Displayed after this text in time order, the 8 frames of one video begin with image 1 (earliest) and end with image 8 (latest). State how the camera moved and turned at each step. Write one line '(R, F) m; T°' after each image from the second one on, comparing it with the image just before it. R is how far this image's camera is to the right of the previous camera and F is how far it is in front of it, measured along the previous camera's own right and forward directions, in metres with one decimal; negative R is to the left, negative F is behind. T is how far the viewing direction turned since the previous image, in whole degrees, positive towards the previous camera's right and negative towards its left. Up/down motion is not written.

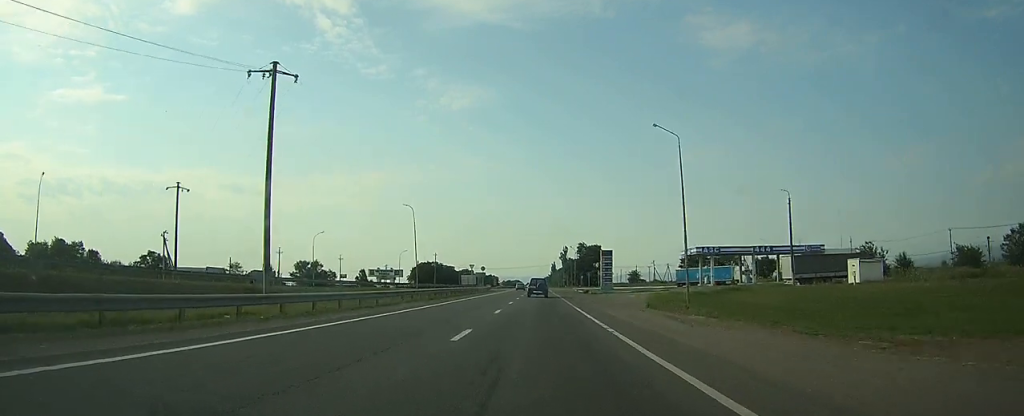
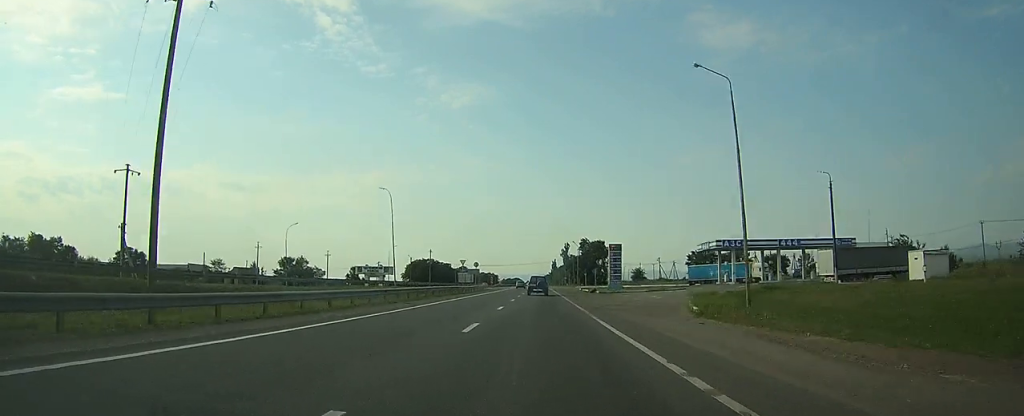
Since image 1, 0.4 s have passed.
(0.0, +10.3) m; 0°
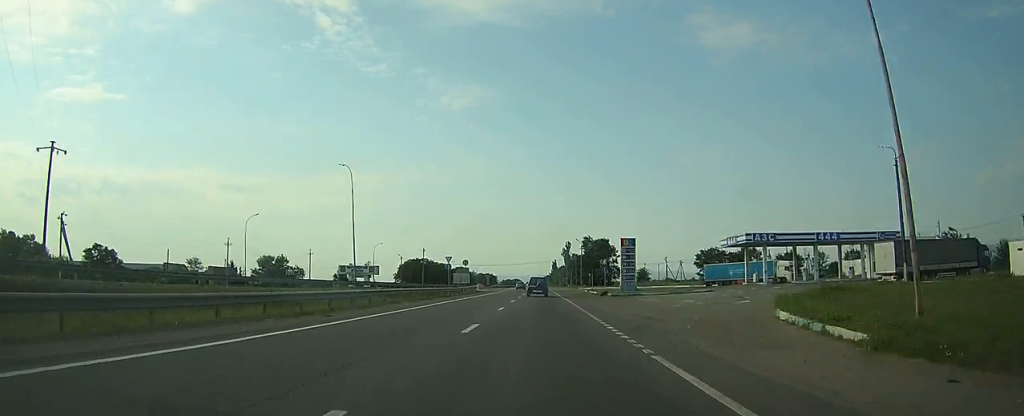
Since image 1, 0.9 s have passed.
(0.0, +12.0) m; 0°
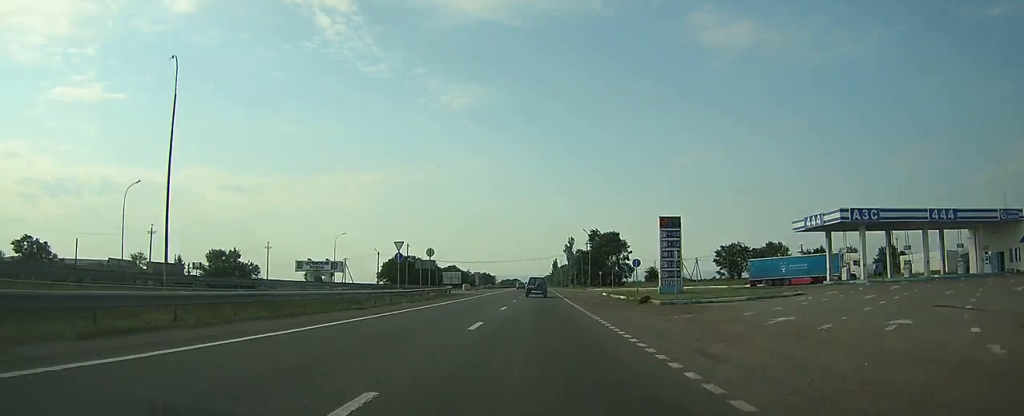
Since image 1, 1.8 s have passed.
(0.0, +23.0) m; 0°
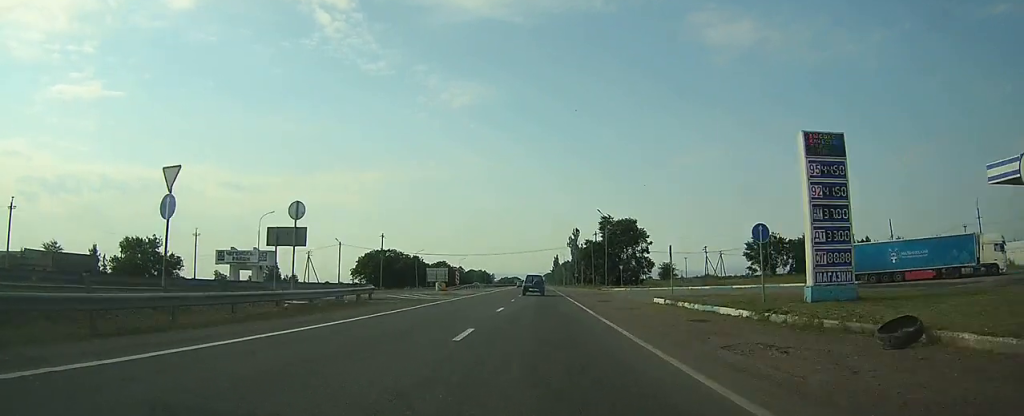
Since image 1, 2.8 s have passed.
(-0.1, +27.1) m; 0°
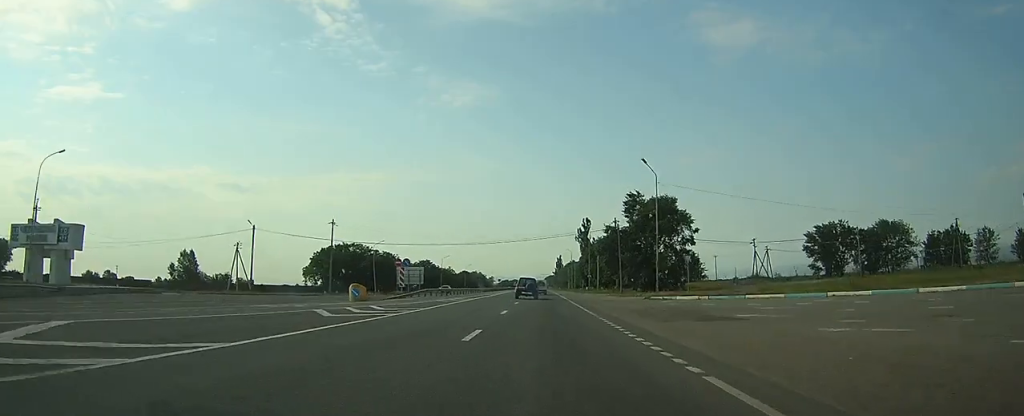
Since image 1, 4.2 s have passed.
(-0.2, +35.3) m; 0°
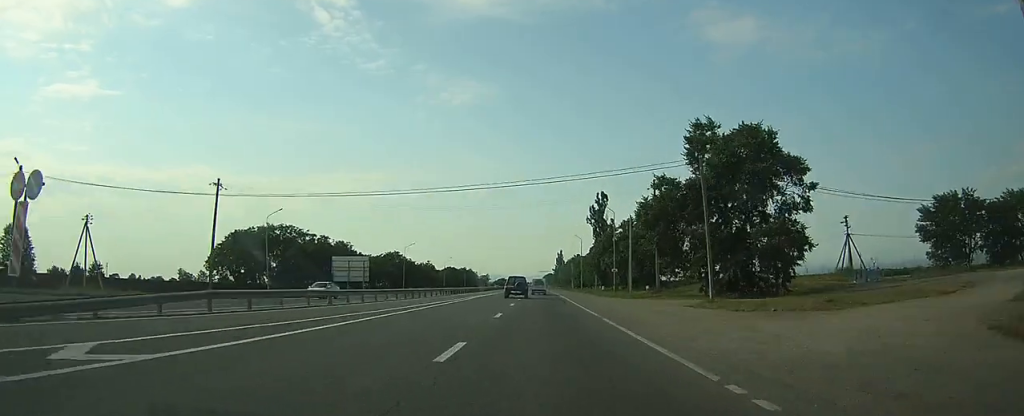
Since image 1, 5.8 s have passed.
(+0.1, +39.4) m; 0°
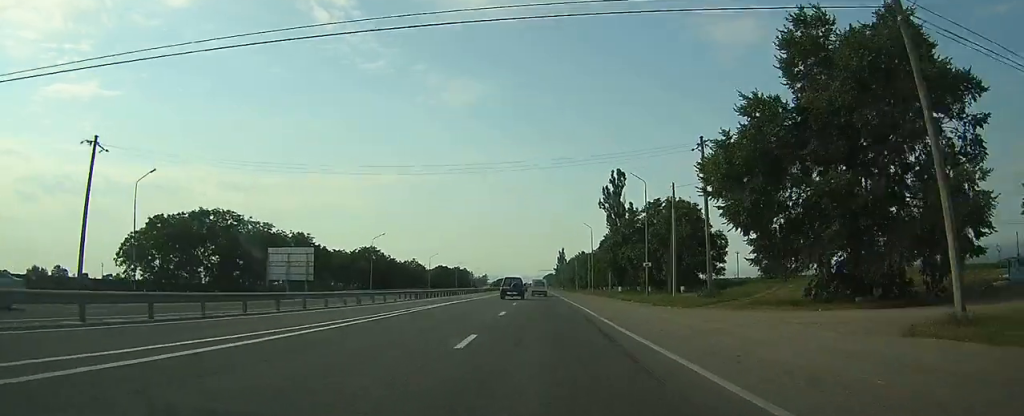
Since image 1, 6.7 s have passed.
(+0.1, +21.7) m; 0°
